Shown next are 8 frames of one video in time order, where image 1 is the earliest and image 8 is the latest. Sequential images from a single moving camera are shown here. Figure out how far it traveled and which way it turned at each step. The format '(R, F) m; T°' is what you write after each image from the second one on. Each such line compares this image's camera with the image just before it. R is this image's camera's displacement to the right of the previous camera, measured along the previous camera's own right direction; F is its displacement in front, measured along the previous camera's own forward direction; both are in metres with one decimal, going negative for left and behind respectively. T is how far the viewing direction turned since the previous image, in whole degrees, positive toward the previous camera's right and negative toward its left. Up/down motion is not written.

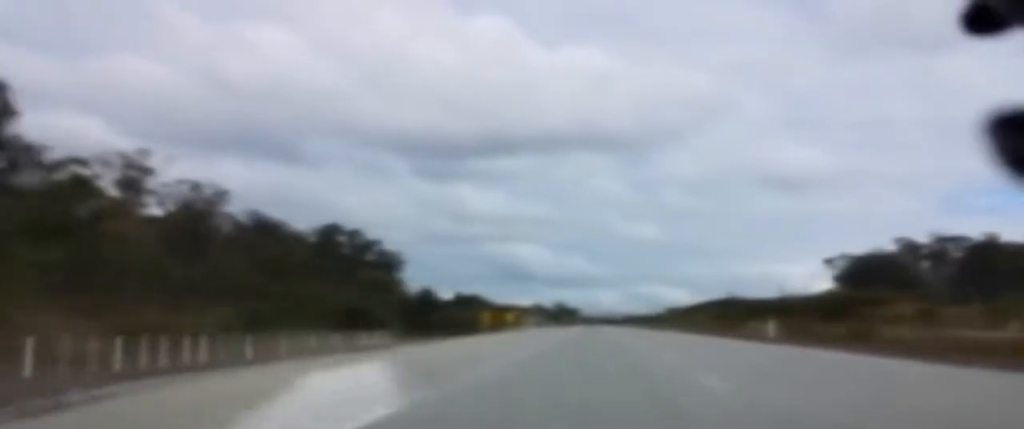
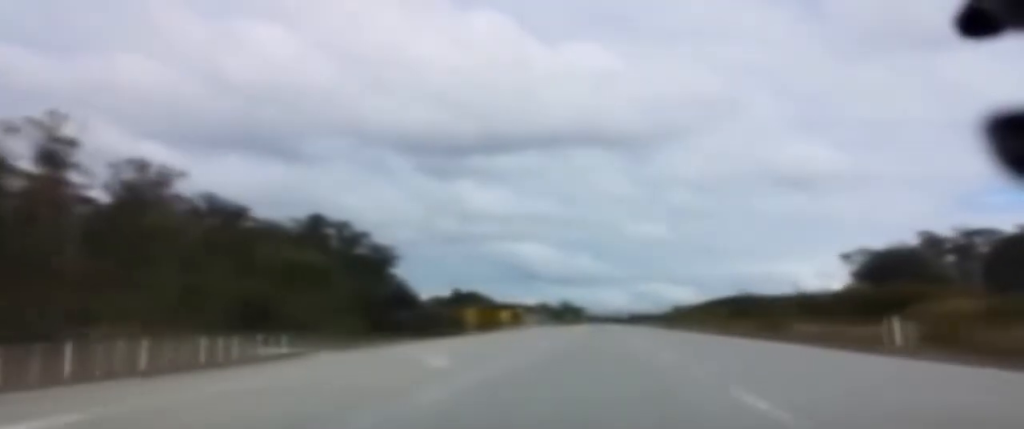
(-0.3, +15.0) m; -1°
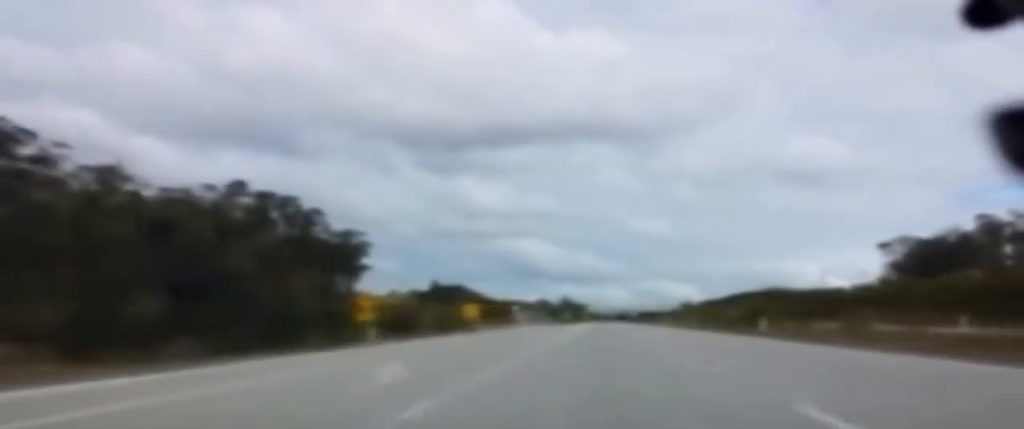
(-0.6, +37.8) m; -1°
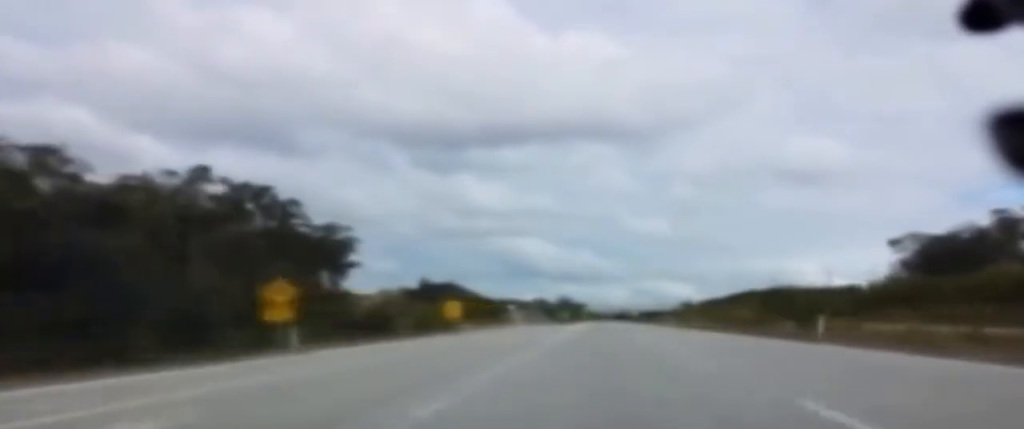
(0.0, +11.9) m; 0°
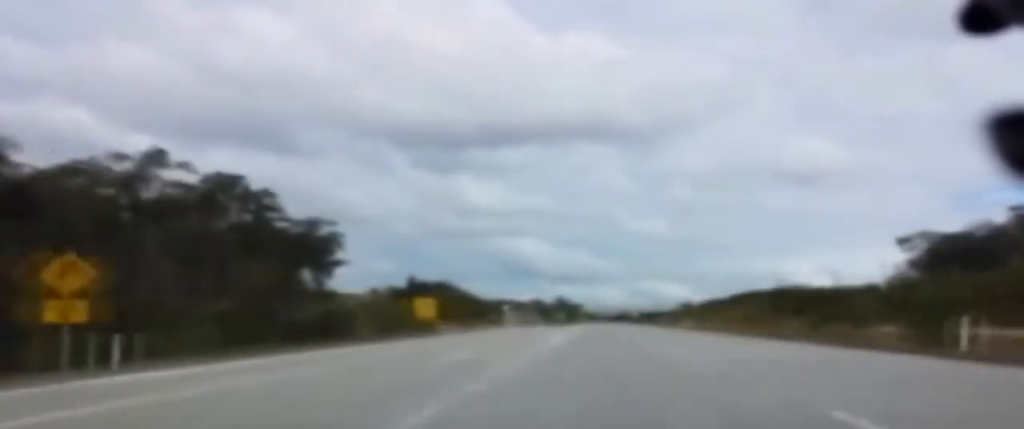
(0.0, +12.8) m; 0°
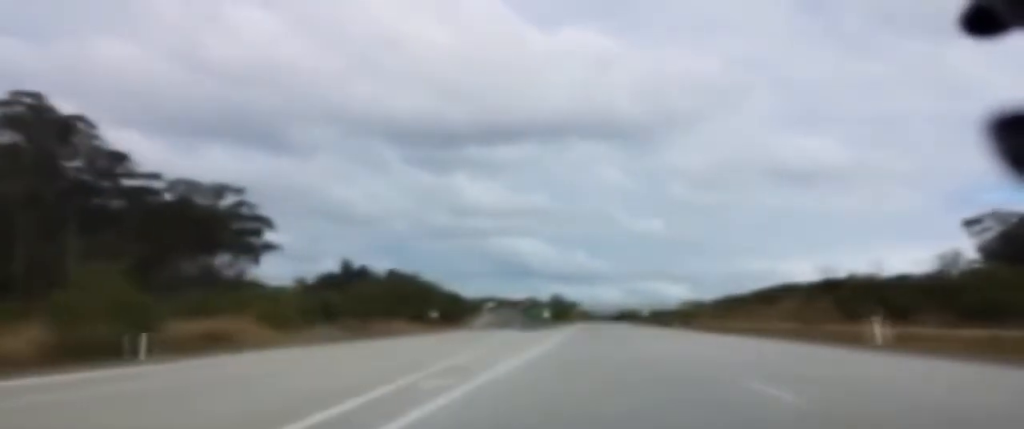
(+0.3, +55.1) m; +1°
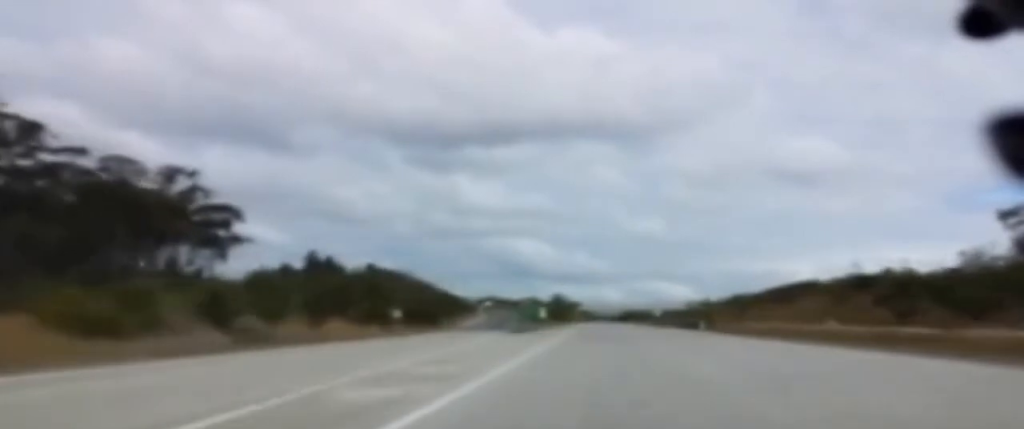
(+0.1, +19.8) m; 0°
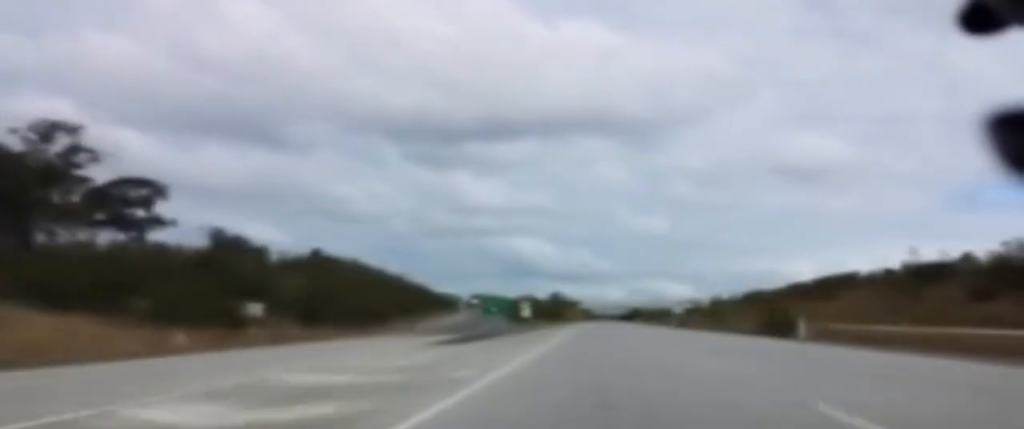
(-0.2, +32.2) m; 0°
